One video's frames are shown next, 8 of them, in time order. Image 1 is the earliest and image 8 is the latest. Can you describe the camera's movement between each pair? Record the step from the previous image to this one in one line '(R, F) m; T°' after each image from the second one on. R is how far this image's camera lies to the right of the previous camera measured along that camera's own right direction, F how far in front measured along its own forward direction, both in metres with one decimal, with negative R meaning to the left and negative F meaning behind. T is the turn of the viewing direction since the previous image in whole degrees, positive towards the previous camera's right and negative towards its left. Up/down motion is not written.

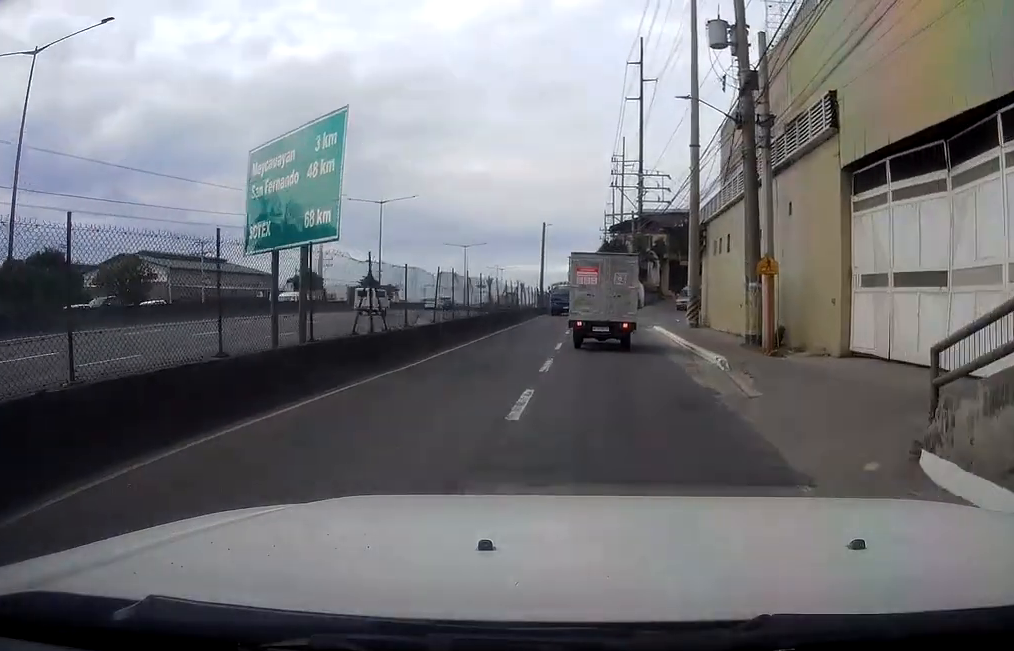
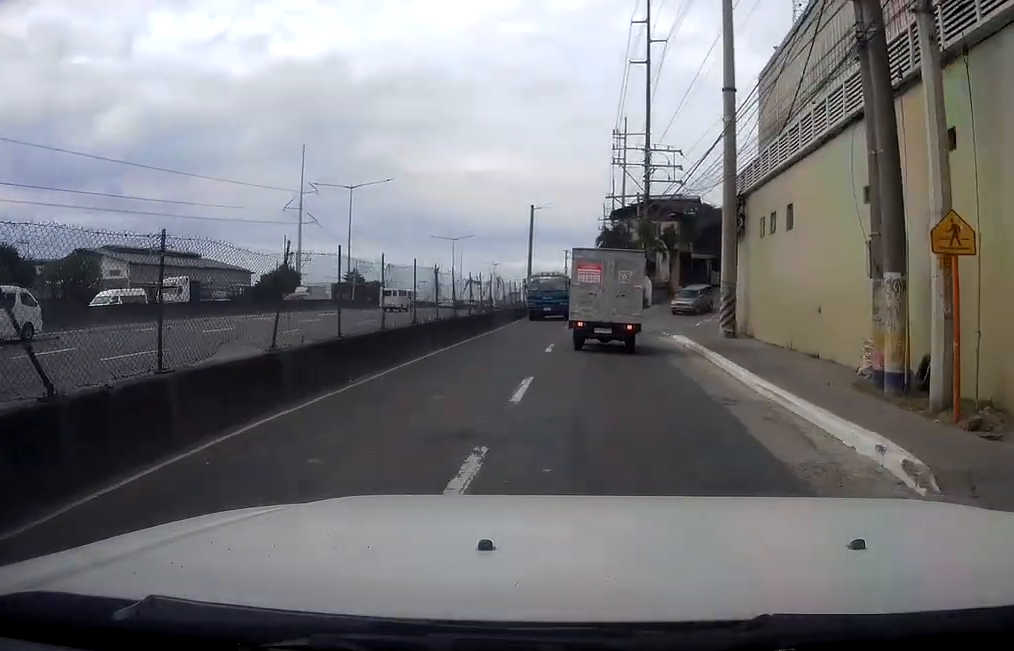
(0.0, +10.3) m; -2°
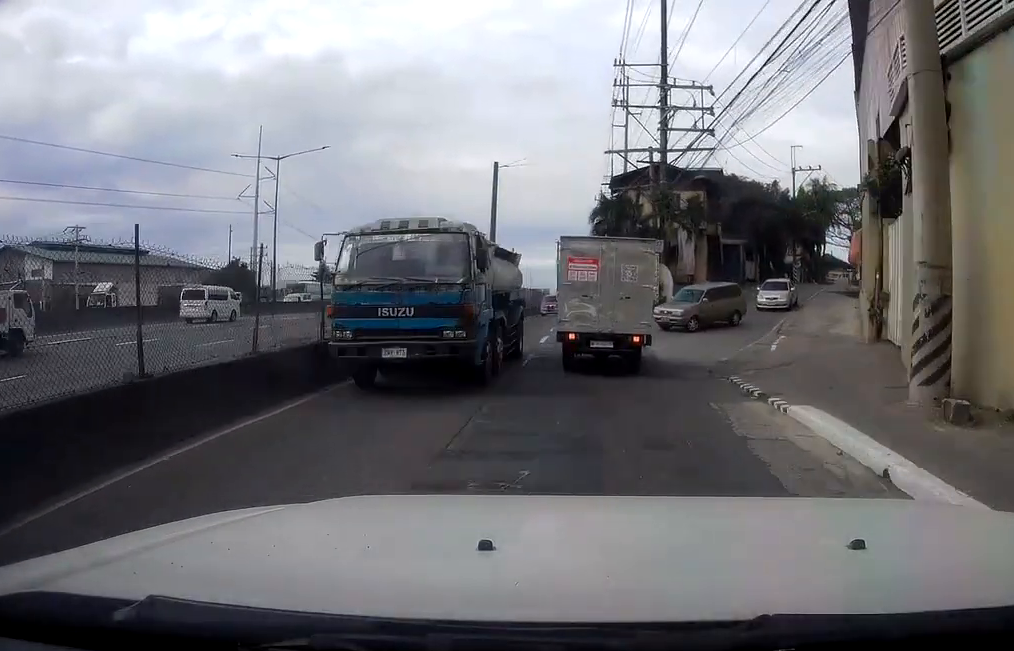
(-0.4, +17.4) m; +1°
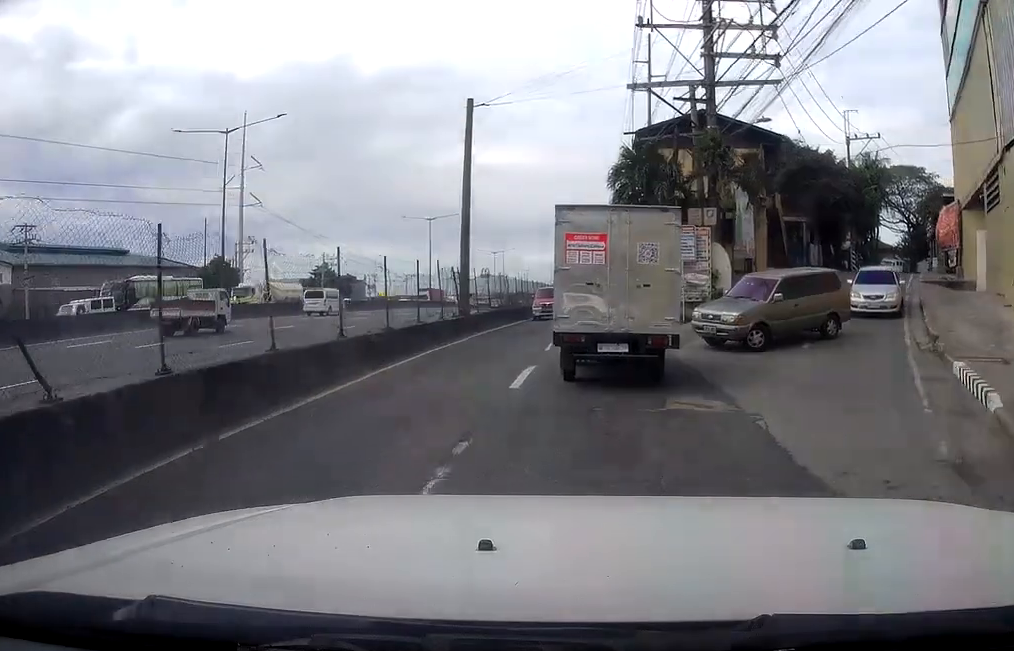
(+0.1, +12.0) m; -1°
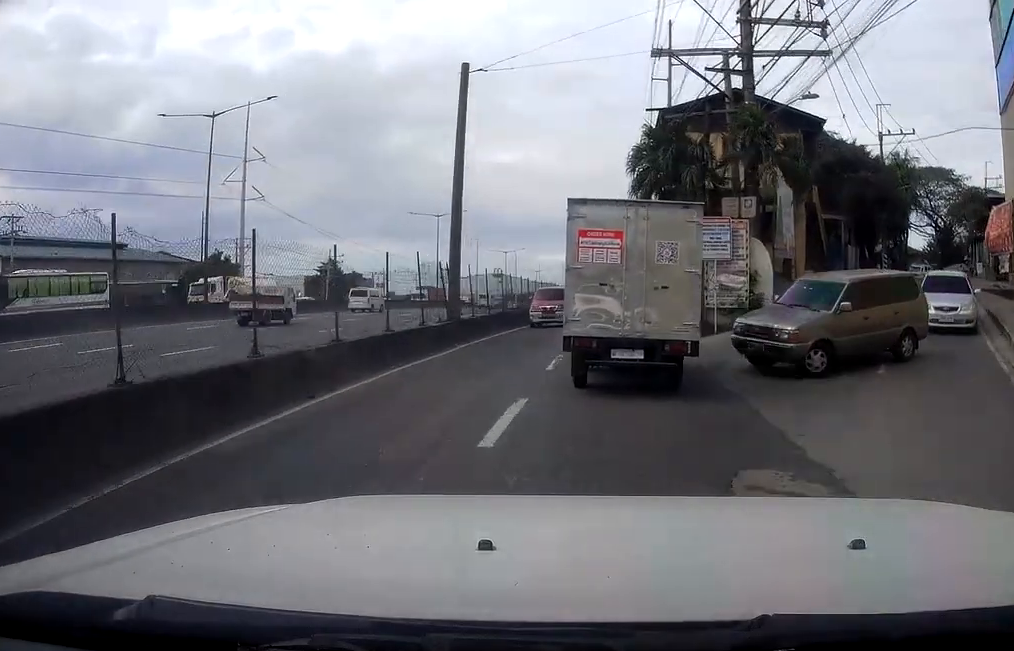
(-0.3, +4.6) m; -1°
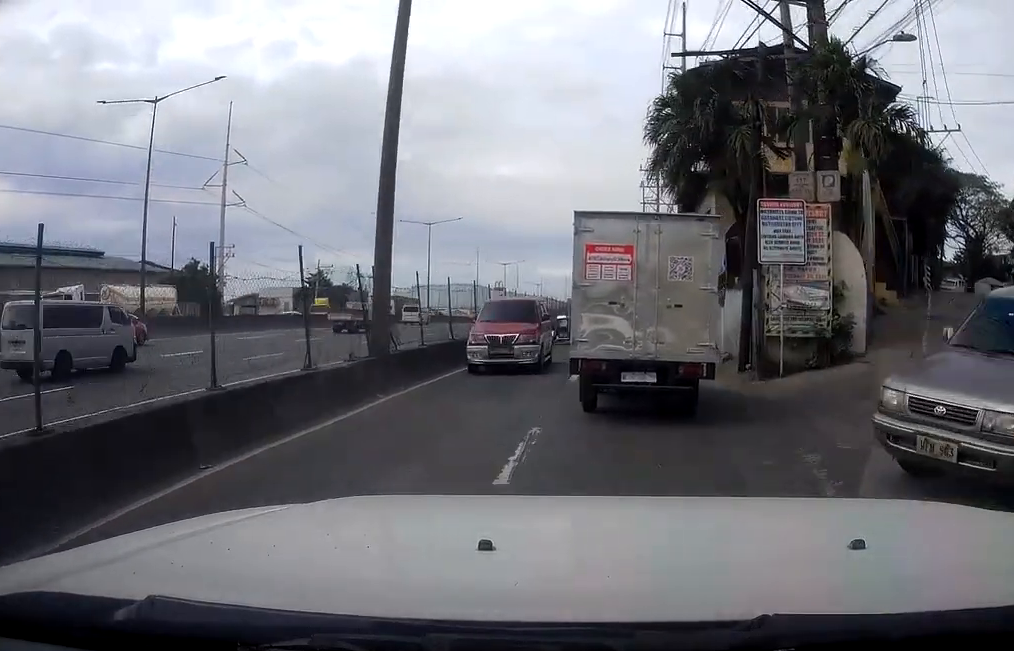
(+0.4, +8.6) m; +3°
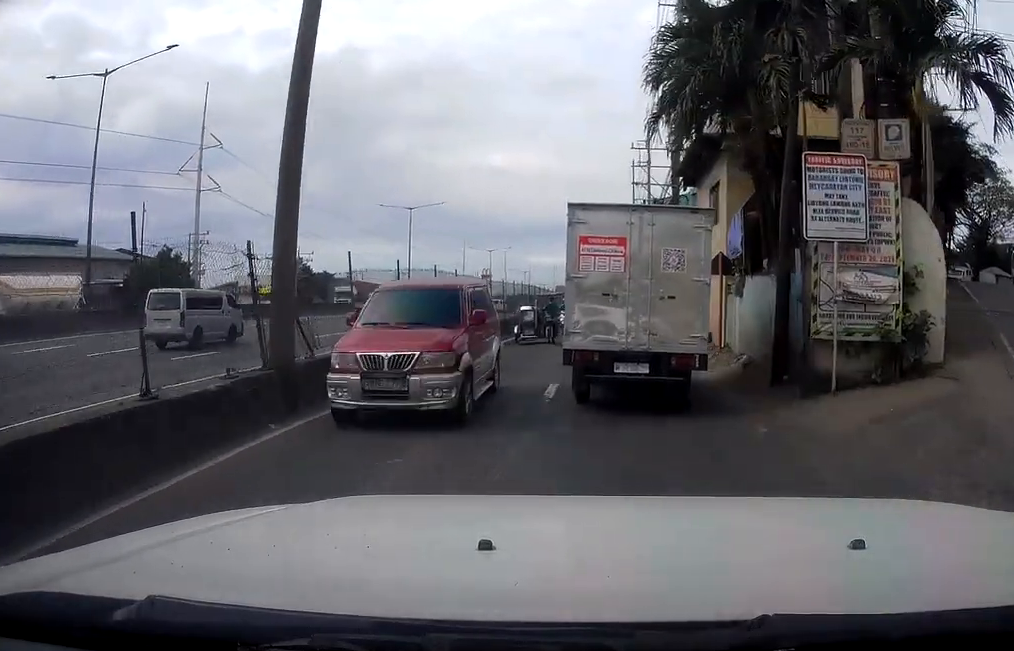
(0.0, +4.5) m; 0°
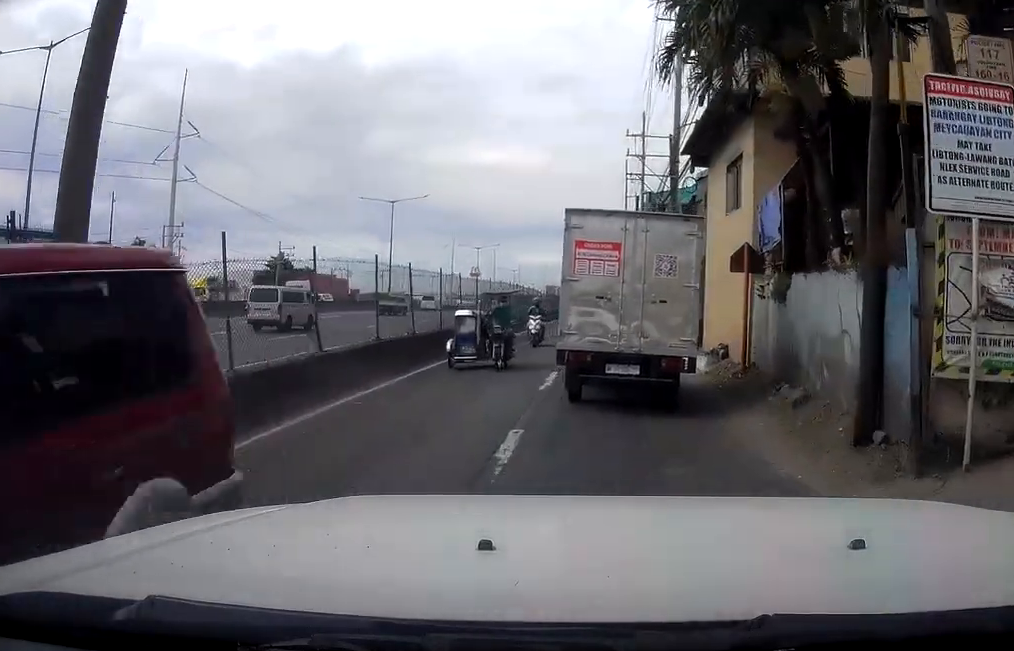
(0.0, +5.0) m; 0°
